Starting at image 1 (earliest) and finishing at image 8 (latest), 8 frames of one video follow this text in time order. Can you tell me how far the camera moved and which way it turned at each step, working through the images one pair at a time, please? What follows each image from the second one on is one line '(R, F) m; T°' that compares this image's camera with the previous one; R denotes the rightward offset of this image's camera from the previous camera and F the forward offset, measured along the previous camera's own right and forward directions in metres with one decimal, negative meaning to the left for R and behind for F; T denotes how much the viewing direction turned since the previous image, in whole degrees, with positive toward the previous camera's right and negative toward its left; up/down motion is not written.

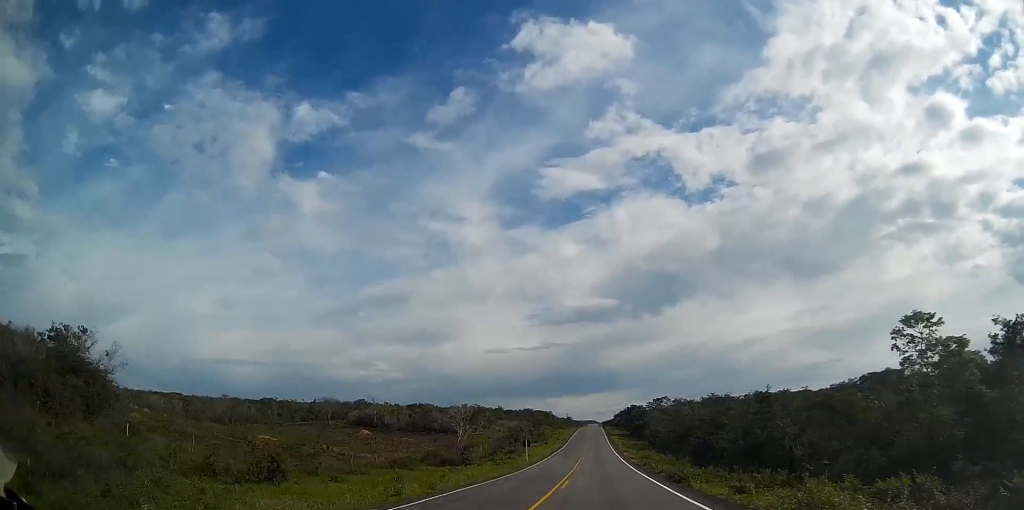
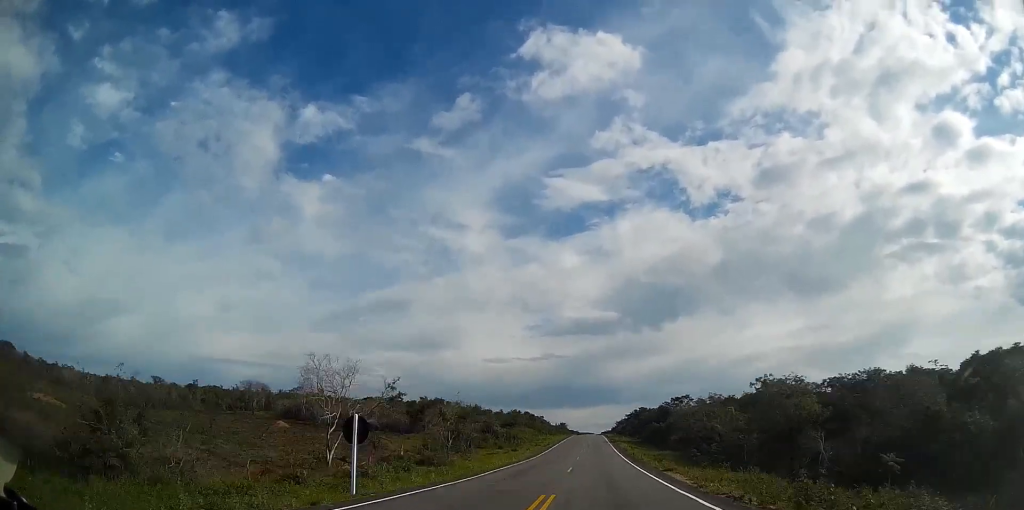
(+0.2, +38.9) m; 0°
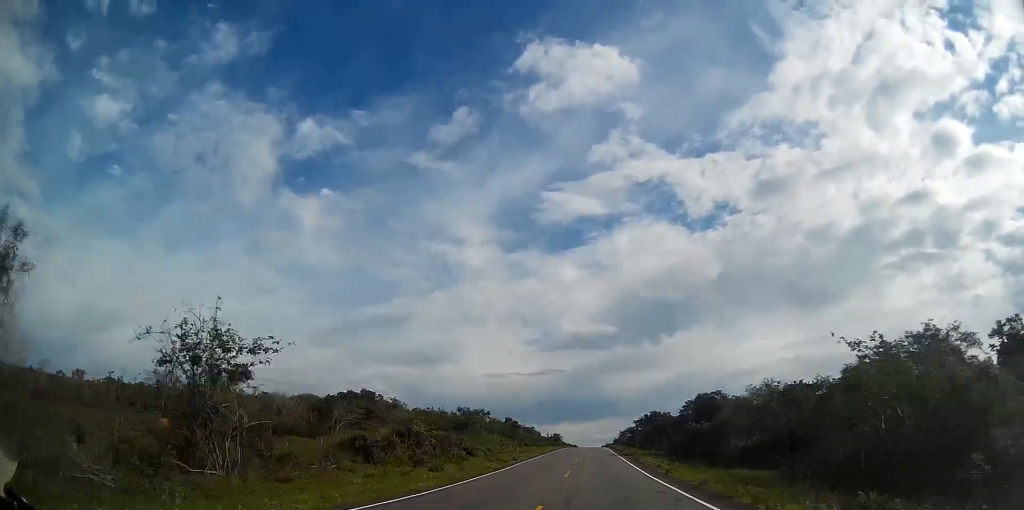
(-0.4, +33.9) m; 0°
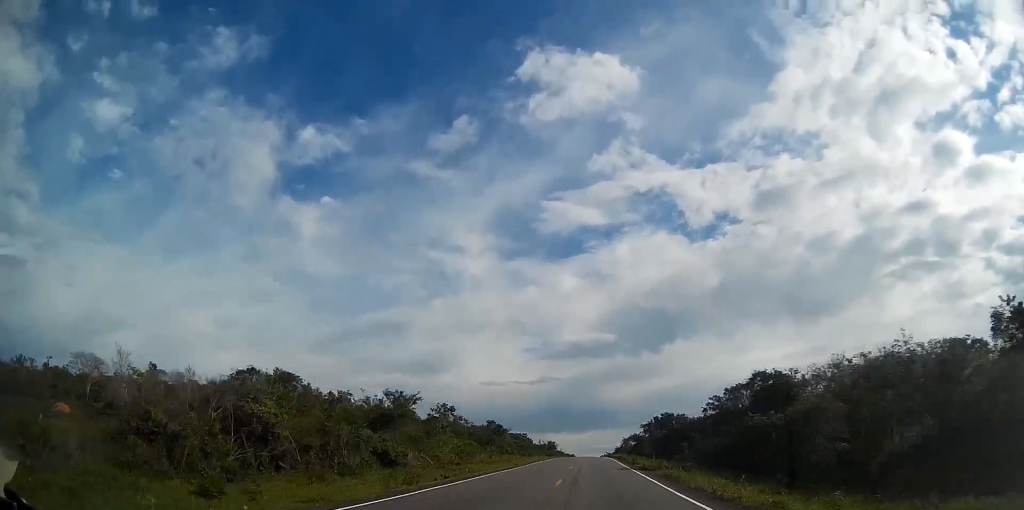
(+0.1, +22.1) m; 0°
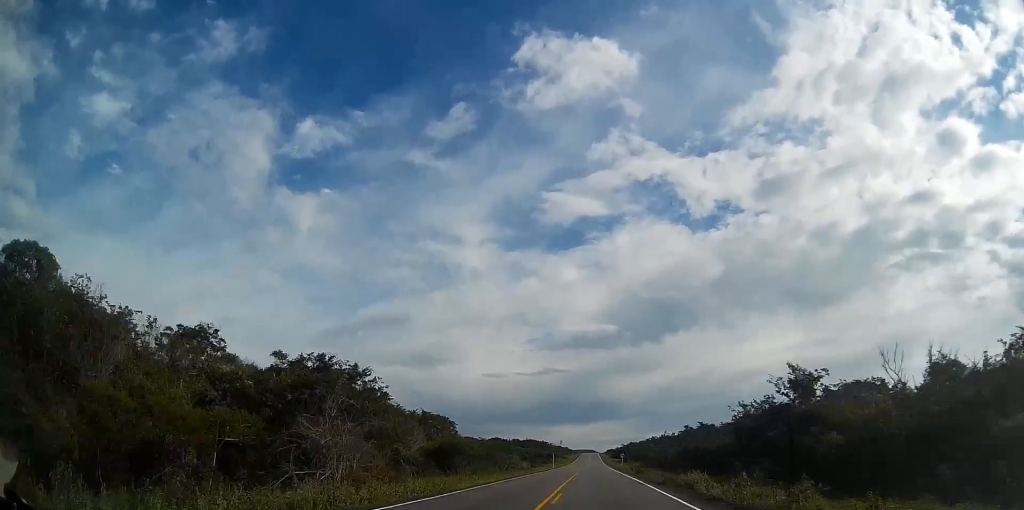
(0.0, +148.2) m; 0°
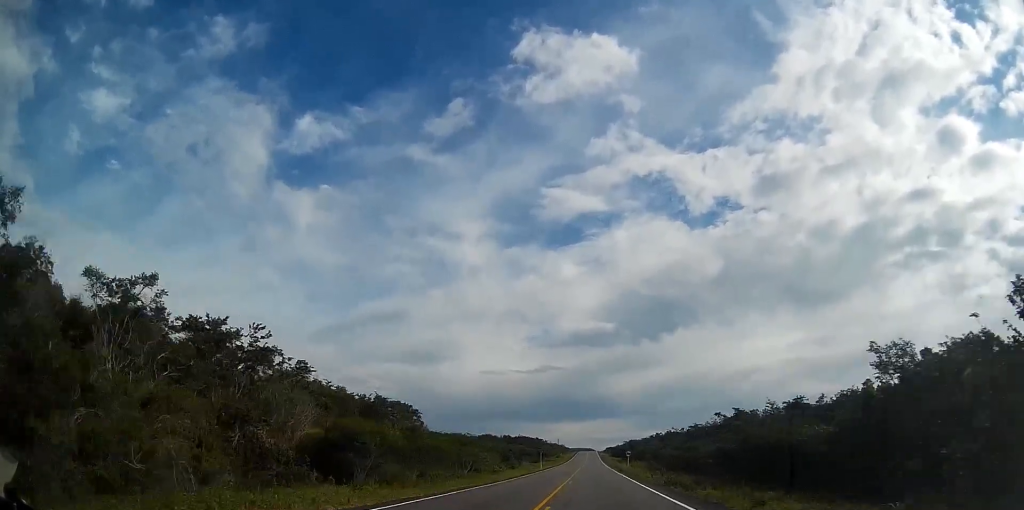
(0.0, +21.6) m; 0°
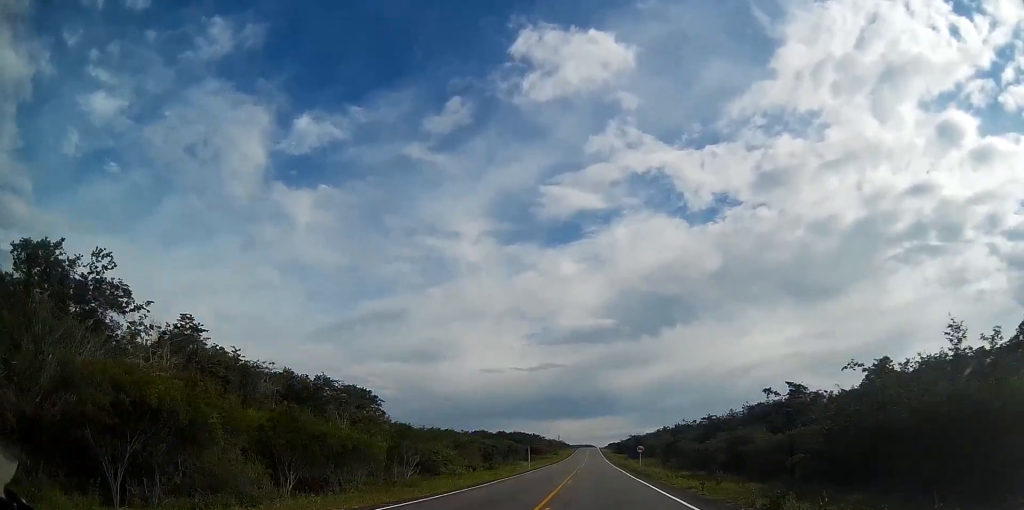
(0.0, +16.6) m; 0°
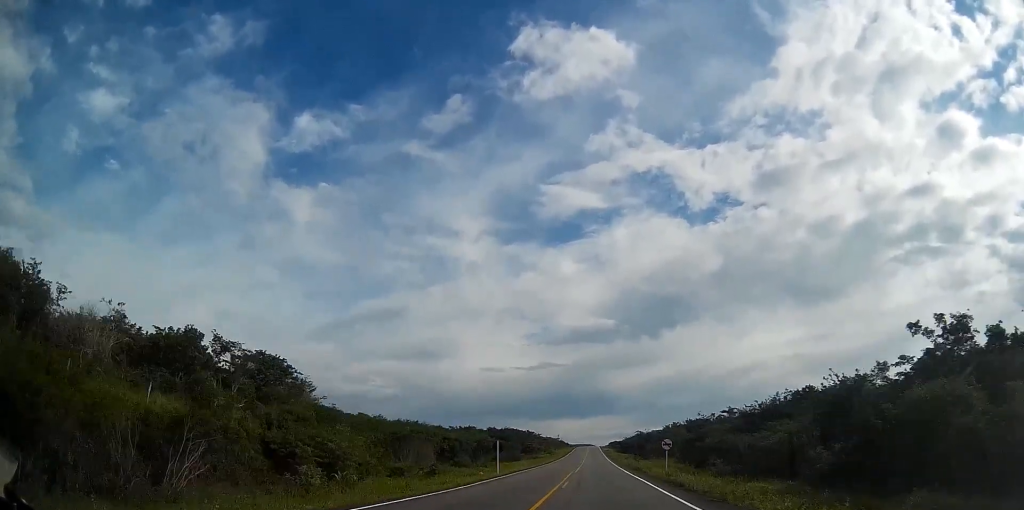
(0.0, +21.5) m; 0°
